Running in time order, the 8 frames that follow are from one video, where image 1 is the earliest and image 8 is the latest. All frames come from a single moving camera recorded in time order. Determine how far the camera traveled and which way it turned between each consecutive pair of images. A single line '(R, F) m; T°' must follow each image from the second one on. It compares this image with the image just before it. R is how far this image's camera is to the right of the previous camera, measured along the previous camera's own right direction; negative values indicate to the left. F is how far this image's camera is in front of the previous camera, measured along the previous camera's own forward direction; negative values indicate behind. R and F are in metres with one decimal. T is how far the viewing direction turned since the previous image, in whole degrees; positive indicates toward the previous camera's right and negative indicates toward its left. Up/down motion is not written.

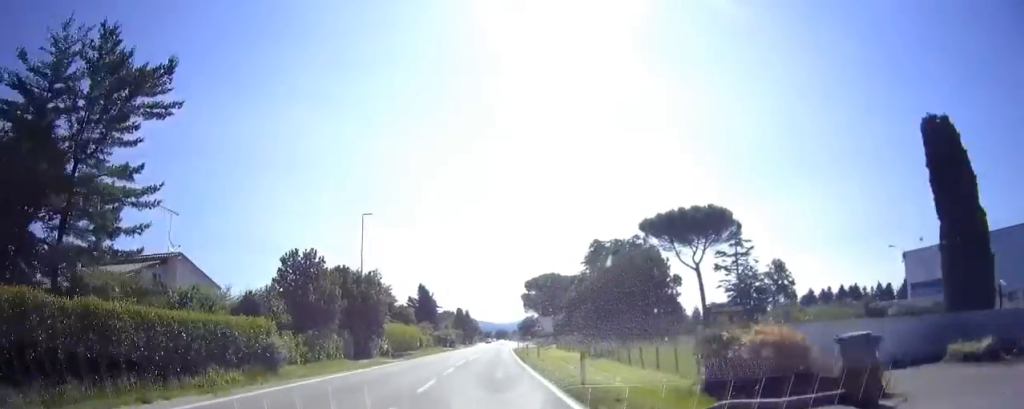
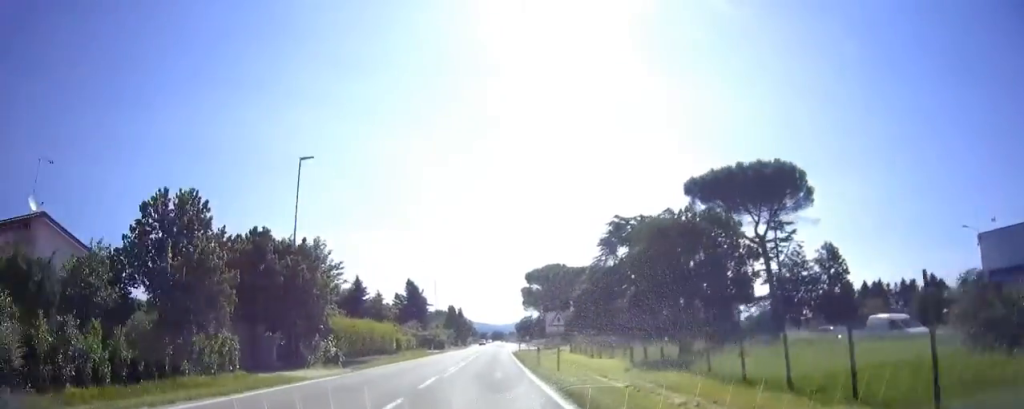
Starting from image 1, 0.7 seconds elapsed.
(0.0, +12.5) m; 0°
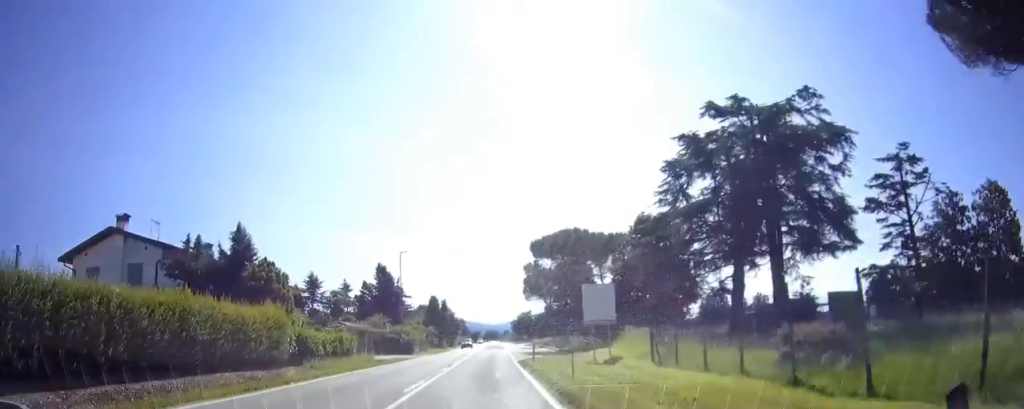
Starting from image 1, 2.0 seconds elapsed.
(0.0, +24.8) m; 0°
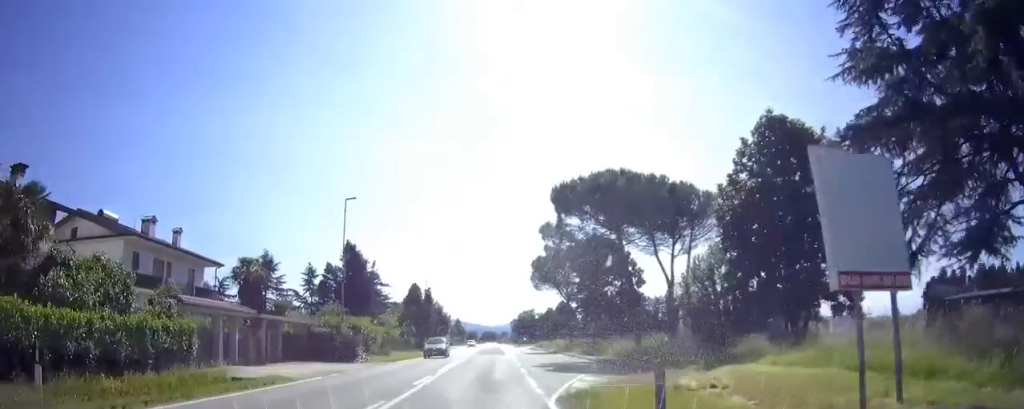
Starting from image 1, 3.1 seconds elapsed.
(0.0, +20.3) m; 0°
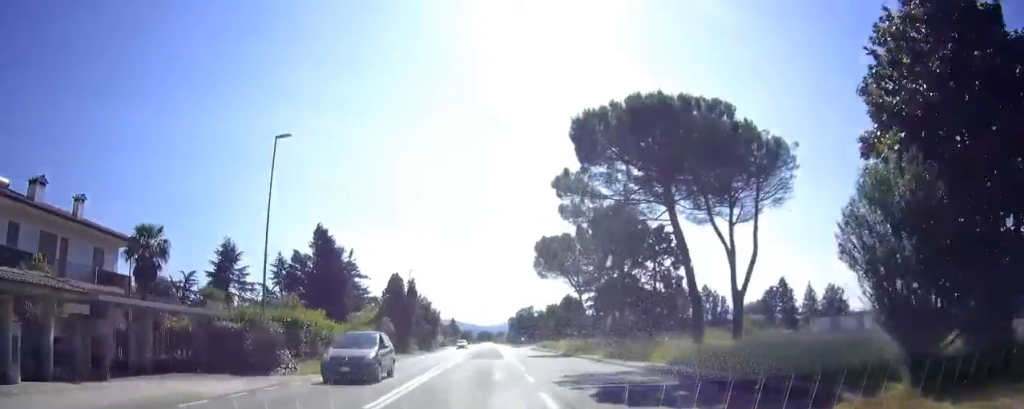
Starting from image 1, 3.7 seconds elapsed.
(0.0, +11.1) m; 0°
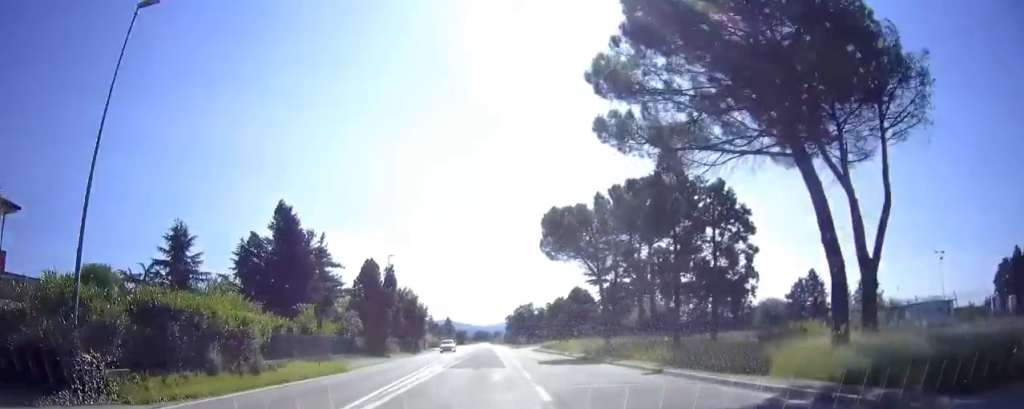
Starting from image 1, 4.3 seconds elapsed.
(0.0, +11.8) m; 0°
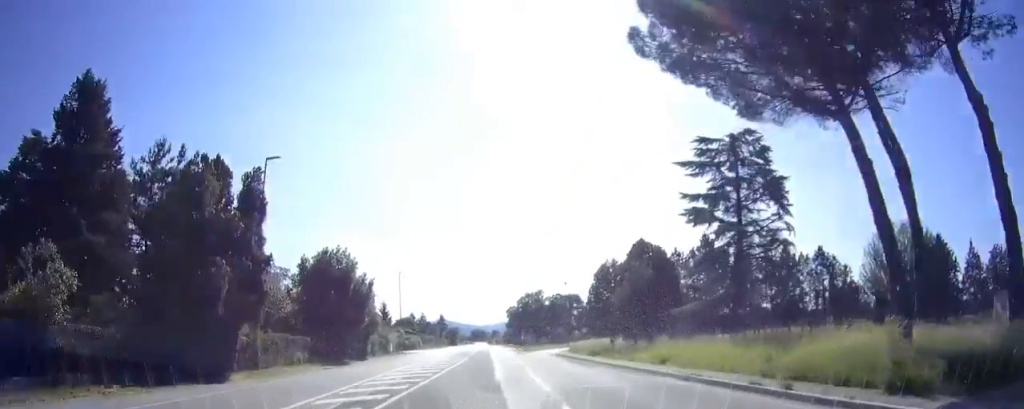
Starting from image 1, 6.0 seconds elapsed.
(+0.4, +30.5) m; +1°
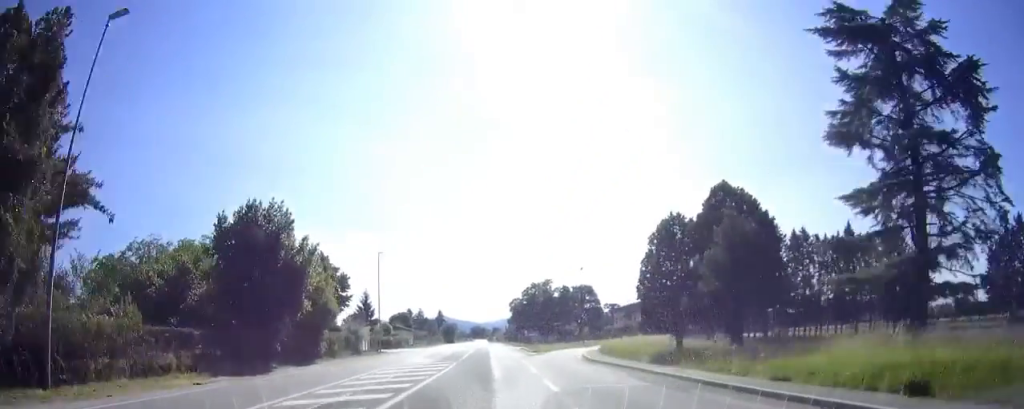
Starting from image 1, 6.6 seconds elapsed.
(0.0, +12.5) m; 0°
